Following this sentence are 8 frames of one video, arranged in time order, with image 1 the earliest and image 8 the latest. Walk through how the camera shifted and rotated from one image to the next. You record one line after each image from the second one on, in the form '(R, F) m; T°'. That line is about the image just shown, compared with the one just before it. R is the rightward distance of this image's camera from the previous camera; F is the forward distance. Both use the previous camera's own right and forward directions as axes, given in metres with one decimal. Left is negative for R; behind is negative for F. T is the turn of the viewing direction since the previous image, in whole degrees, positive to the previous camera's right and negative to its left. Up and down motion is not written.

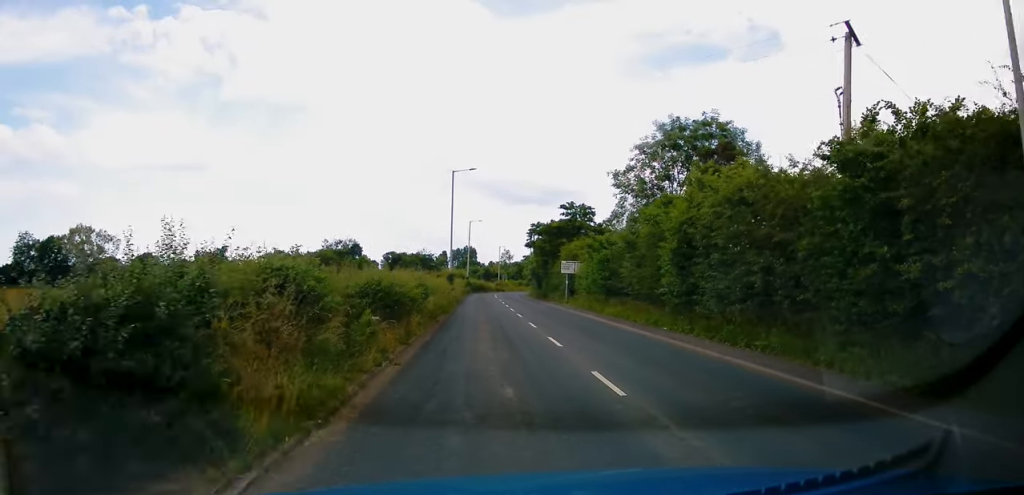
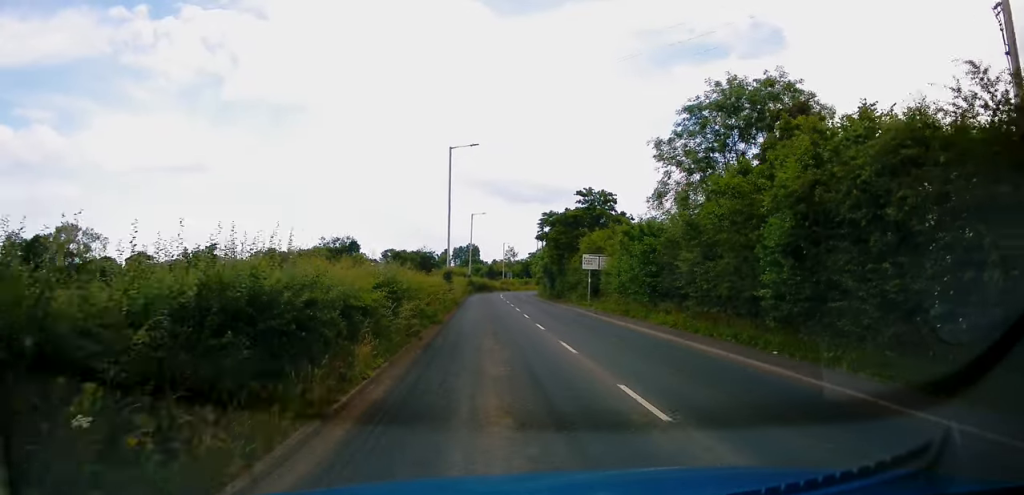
(0.0, +7.6) m; 0°
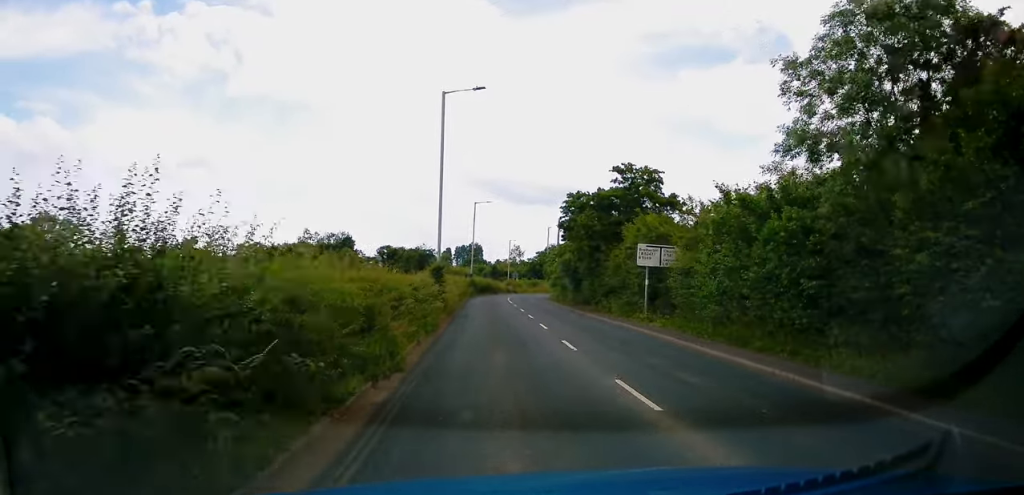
(+0.1, +11.3) m; 0°
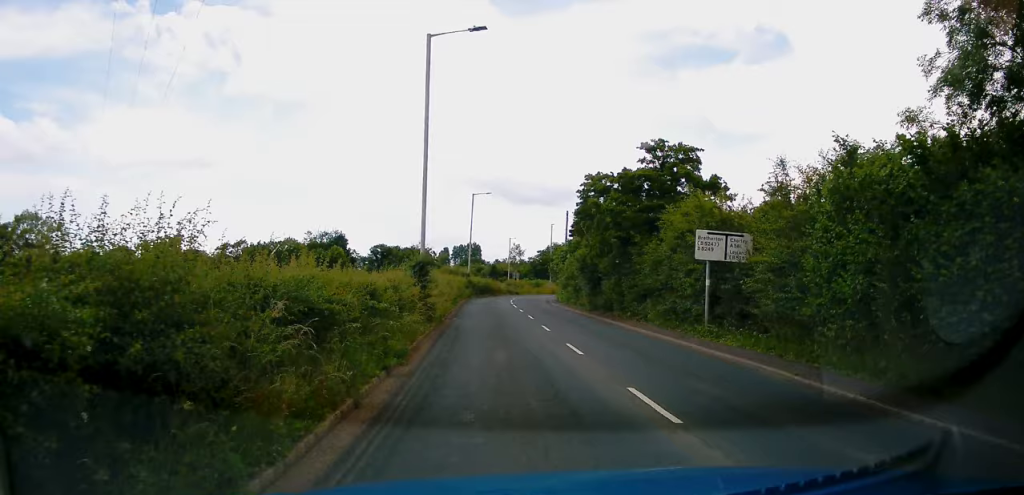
(0.0, +6.6) m; 0°
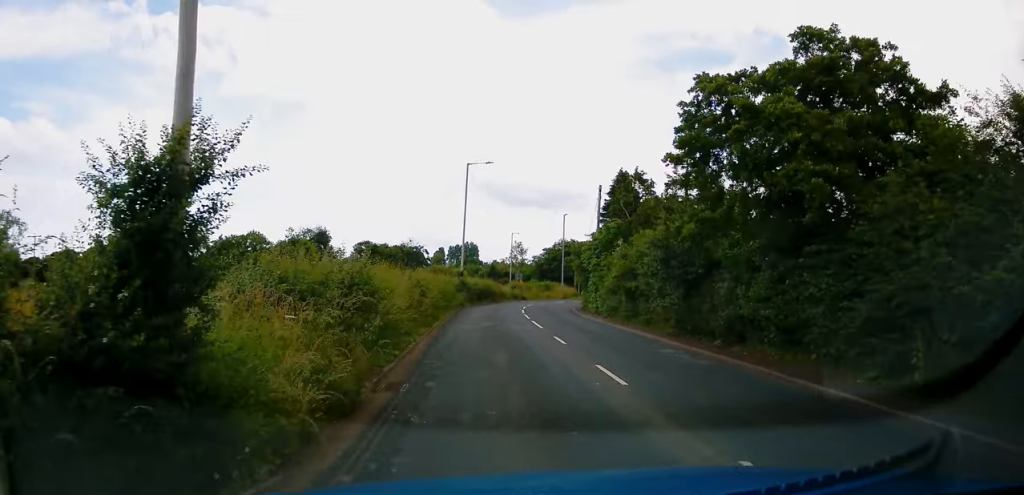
(0.0, +15.6) m; 0°
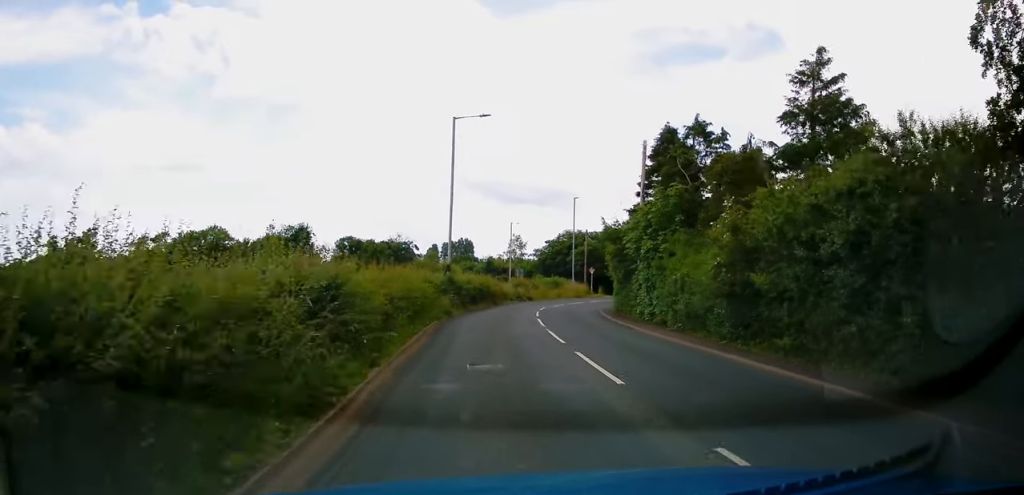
(0.0, +11.5) m; 0°
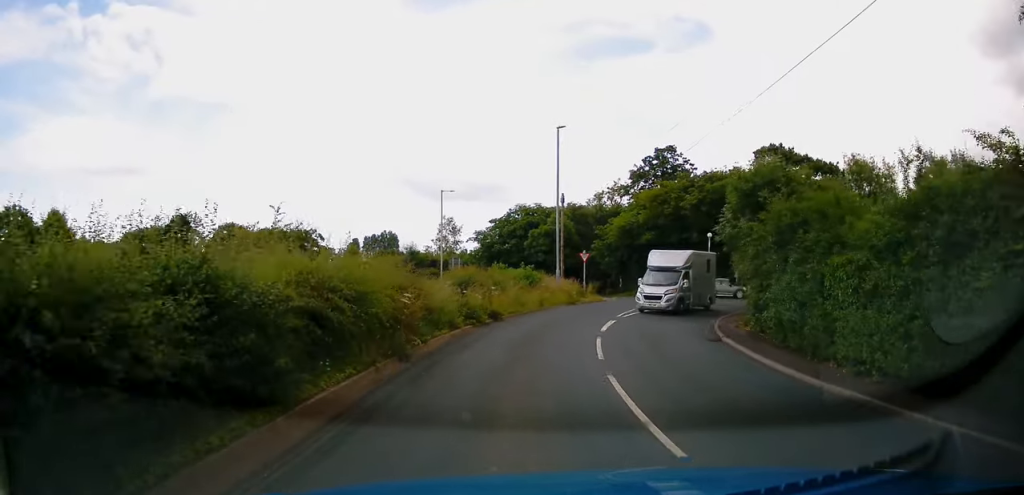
(+1.2, +28.3) m; +6°
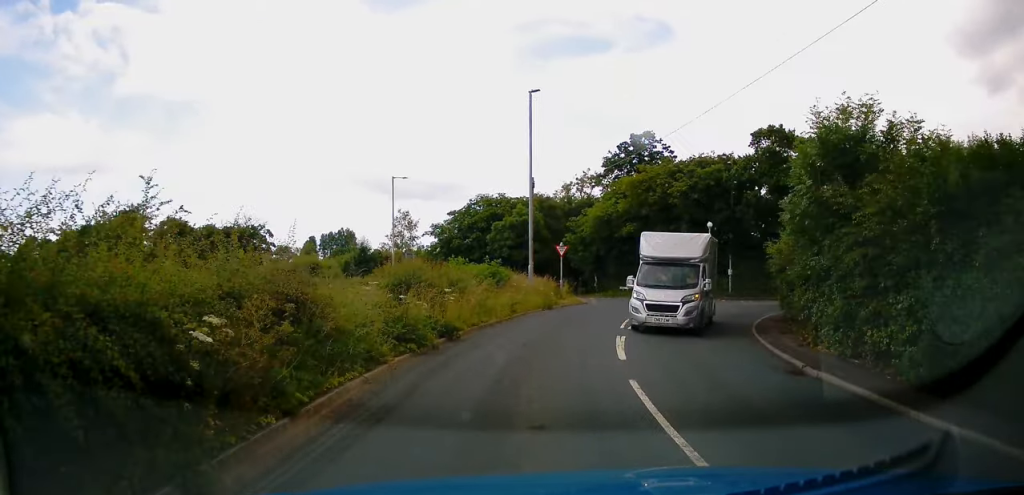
(0.0, +6.8) m; +2°
